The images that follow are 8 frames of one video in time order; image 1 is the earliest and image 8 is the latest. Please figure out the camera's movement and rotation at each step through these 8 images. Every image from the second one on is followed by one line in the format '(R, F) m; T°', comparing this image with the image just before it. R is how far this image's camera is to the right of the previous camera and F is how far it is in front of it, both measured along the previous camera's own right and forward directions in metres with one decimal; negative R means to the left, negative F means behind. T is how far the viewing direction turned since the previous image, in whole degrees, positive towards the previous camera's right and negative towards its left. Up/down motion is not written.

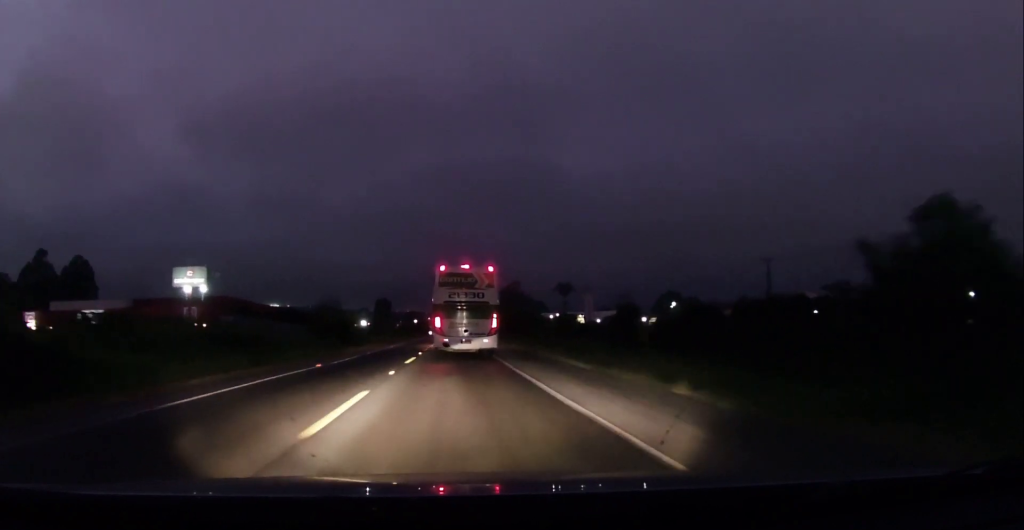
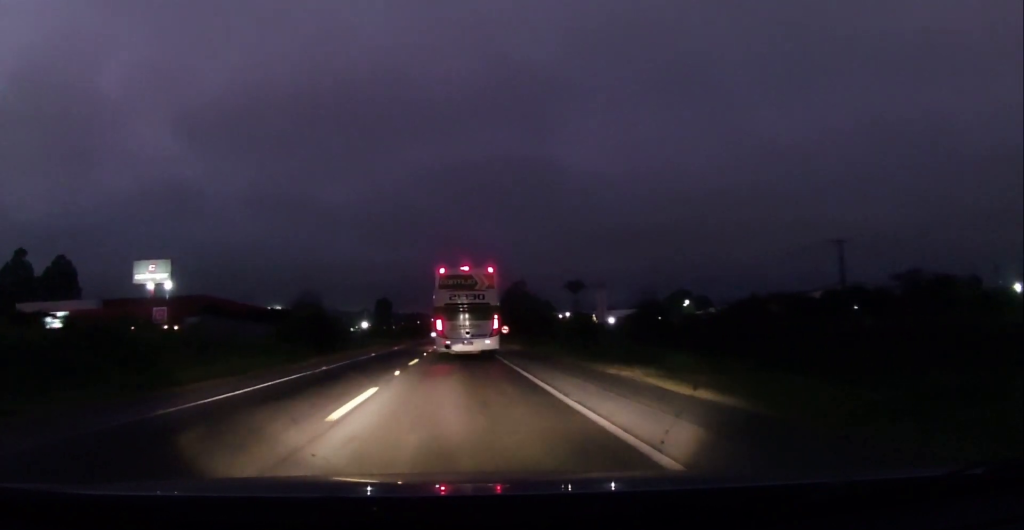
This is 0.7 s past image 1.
(-0.1, +15.0) m; -1°
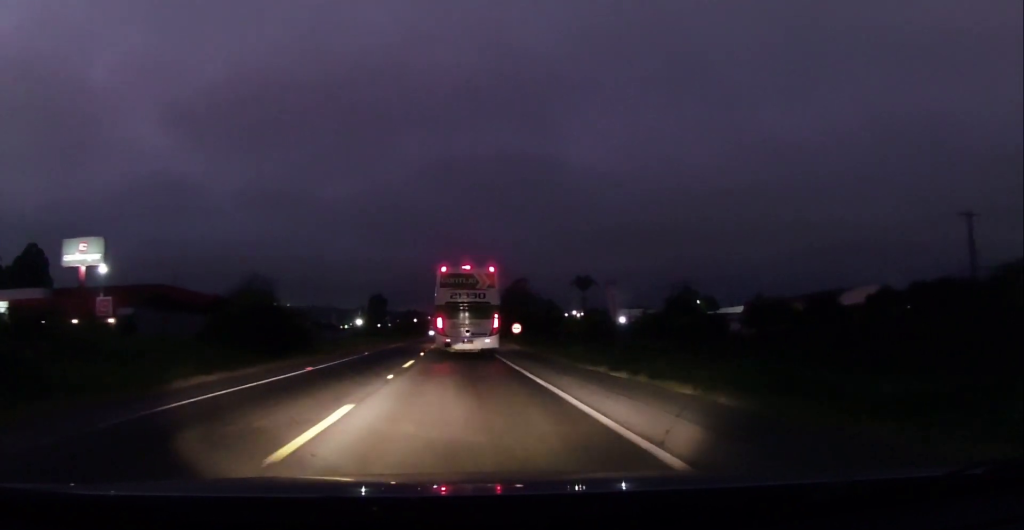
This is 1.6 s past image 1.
(0.0, +18.3) m; 0°
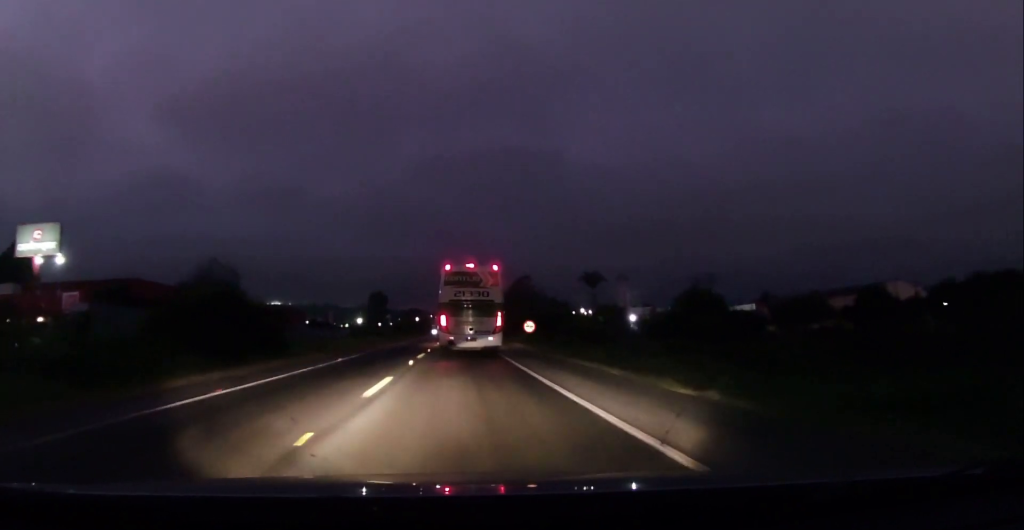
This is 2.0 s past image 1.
(0.0, +9.7) m; 0°
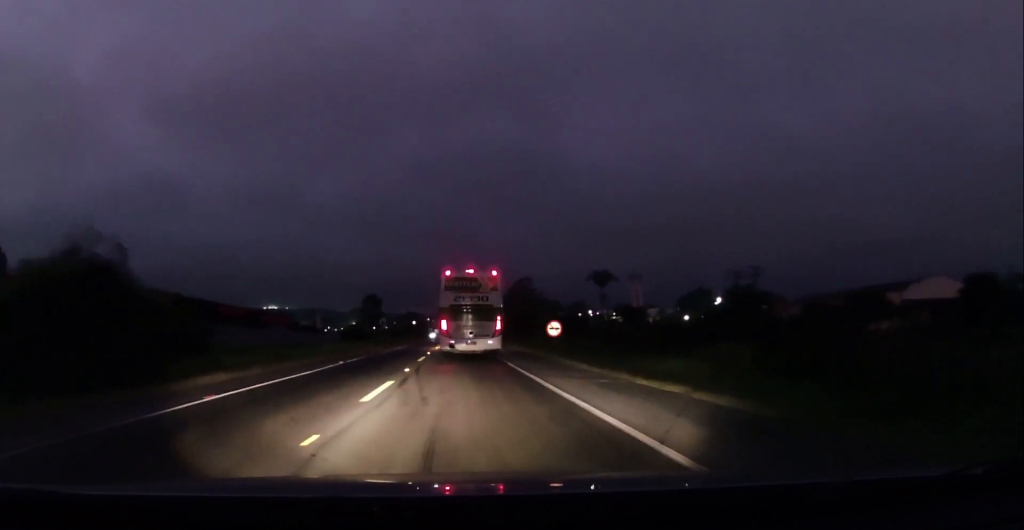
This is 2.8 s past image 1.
(0.0, +15.9) m; +1°
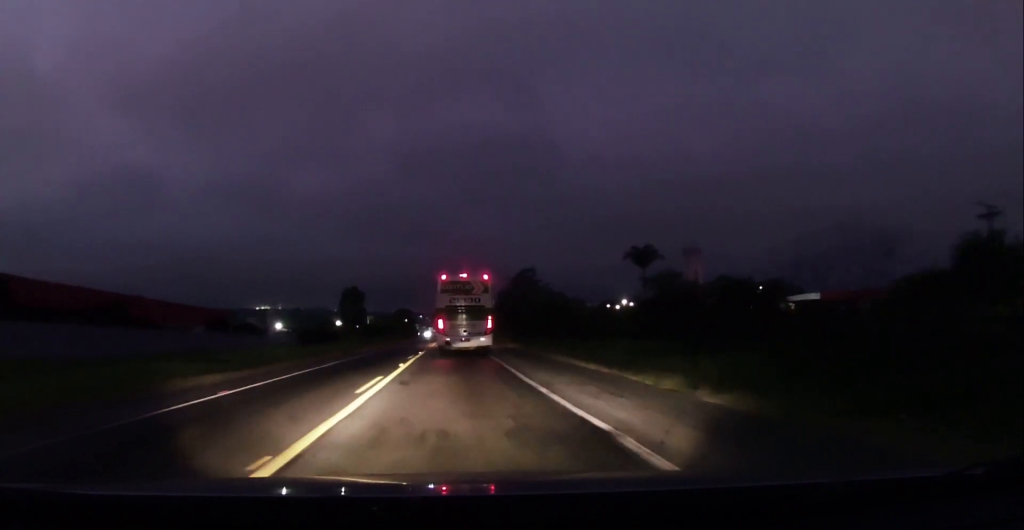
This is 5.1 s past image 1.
(+0.1, +46.4) m; 0°
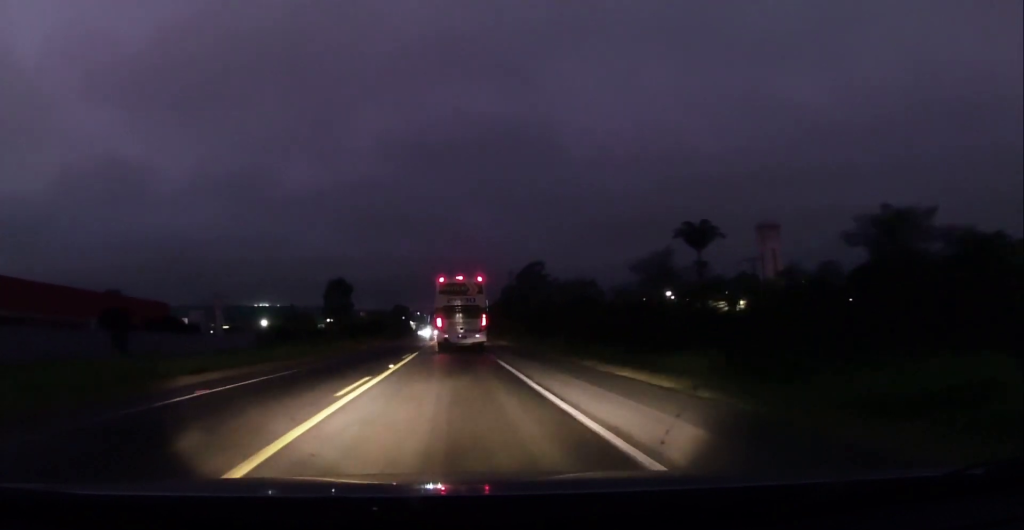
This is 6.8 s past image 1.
(+0.4, +32.7) m; +1°
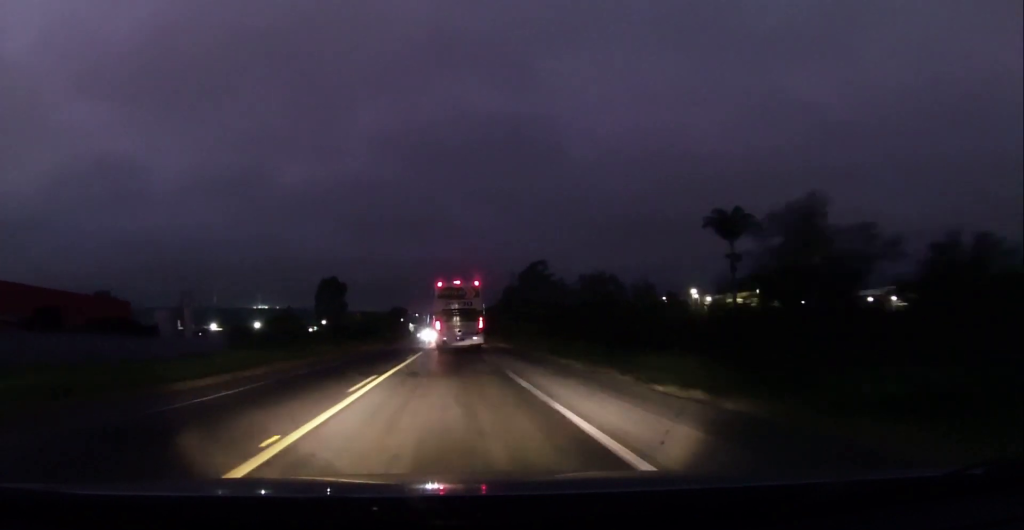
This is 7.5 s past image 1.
(+0.1, +13.6) m; -1°
